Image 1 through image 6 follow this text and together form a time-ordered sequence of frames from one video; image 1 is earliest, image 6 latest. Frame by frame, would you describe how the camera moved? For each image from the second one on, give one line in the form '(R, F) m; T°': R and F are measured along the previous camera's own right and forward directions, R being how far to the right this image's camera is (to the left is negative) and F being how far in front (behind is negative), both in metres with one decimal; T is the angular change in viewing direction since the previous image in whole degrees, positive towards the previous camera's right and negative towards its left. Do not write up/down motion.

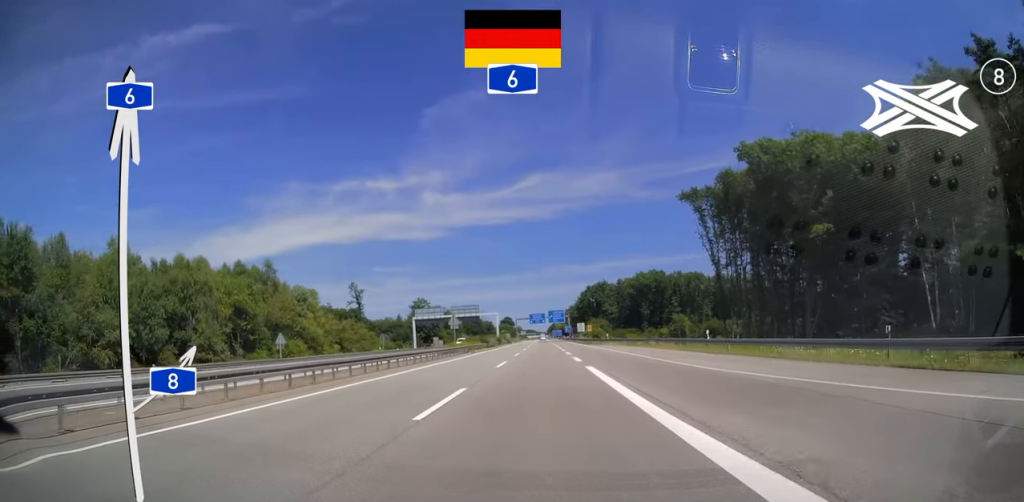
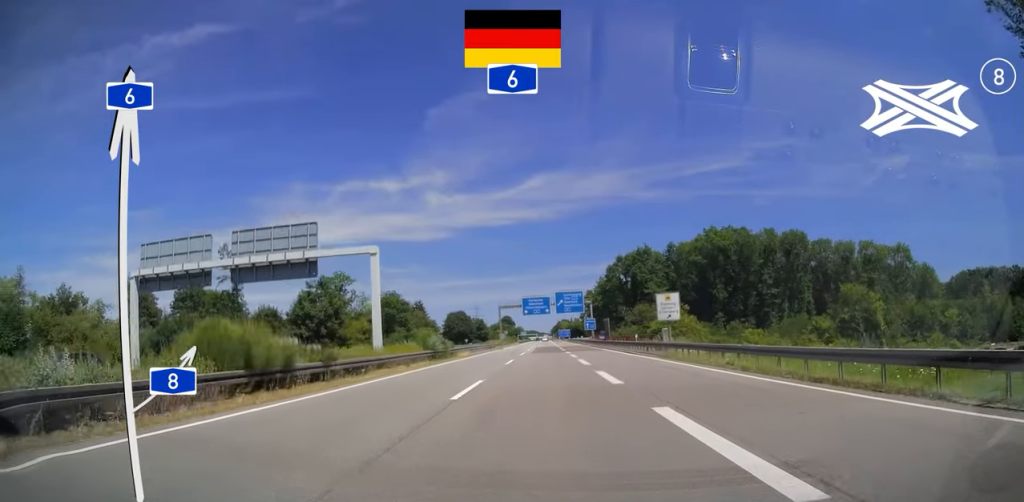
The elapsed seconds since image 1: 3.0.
(-0.1, +87.2) m; 0°
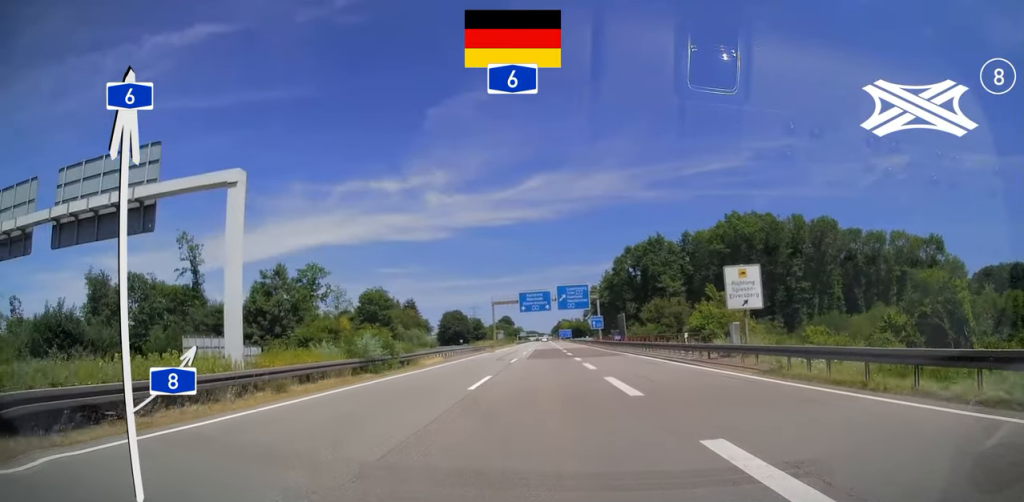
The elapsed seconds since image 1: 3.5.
(0.0, +15.2) m; 0°
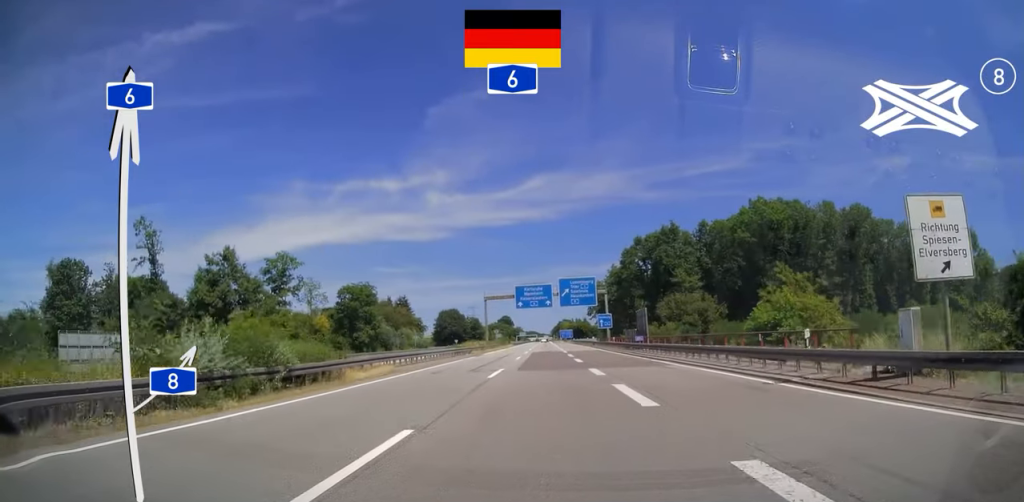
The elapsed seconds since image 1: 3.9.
(0.0, +13.3) m; 0°
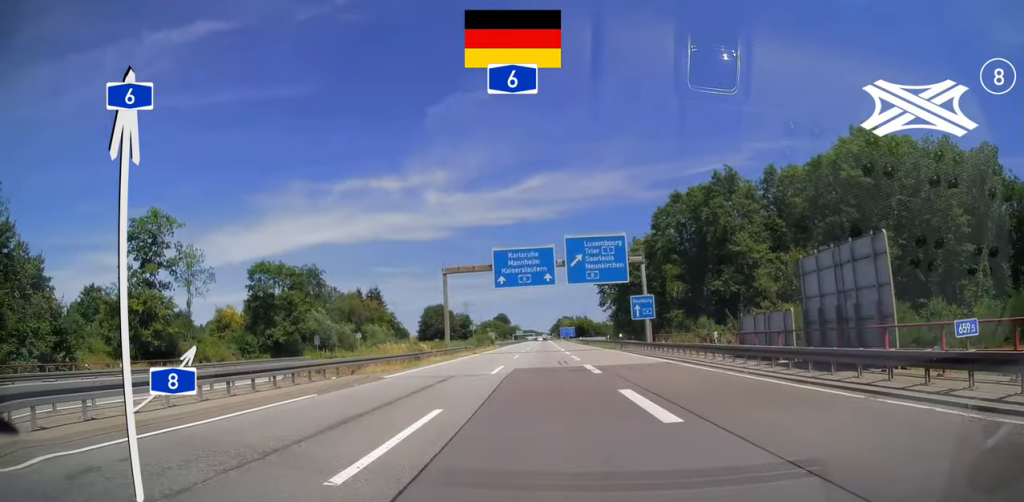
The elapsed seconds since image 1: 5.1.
(0.0, +35.4) m; 0°
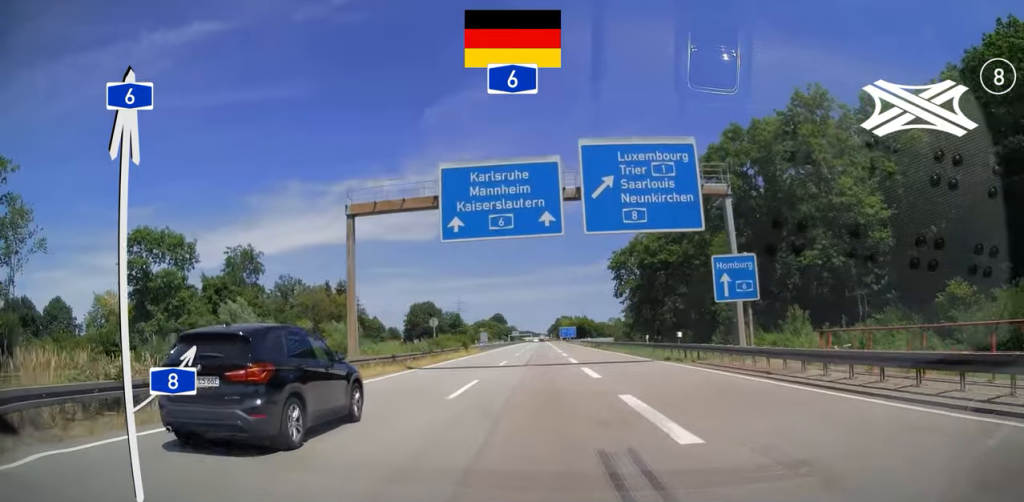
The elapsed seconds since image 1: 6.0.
(+0.1, +26.6) m; 0°
